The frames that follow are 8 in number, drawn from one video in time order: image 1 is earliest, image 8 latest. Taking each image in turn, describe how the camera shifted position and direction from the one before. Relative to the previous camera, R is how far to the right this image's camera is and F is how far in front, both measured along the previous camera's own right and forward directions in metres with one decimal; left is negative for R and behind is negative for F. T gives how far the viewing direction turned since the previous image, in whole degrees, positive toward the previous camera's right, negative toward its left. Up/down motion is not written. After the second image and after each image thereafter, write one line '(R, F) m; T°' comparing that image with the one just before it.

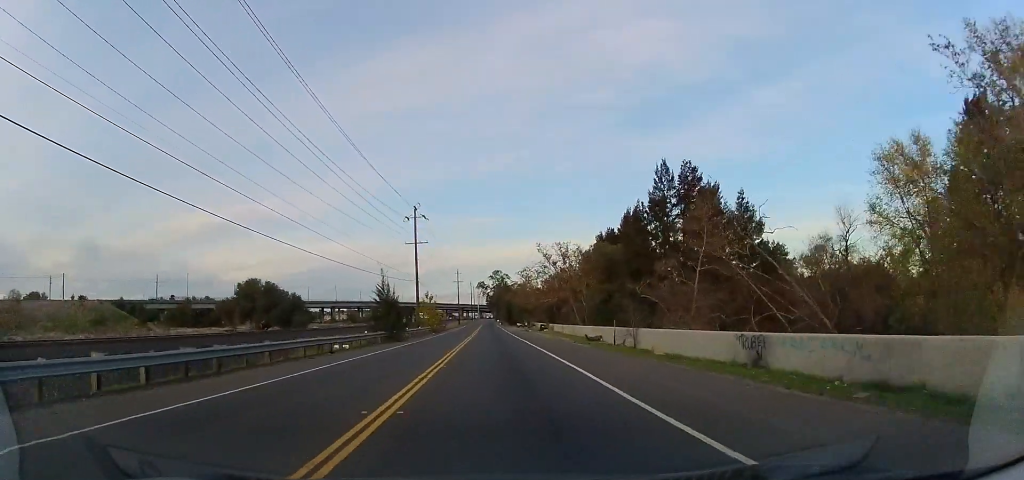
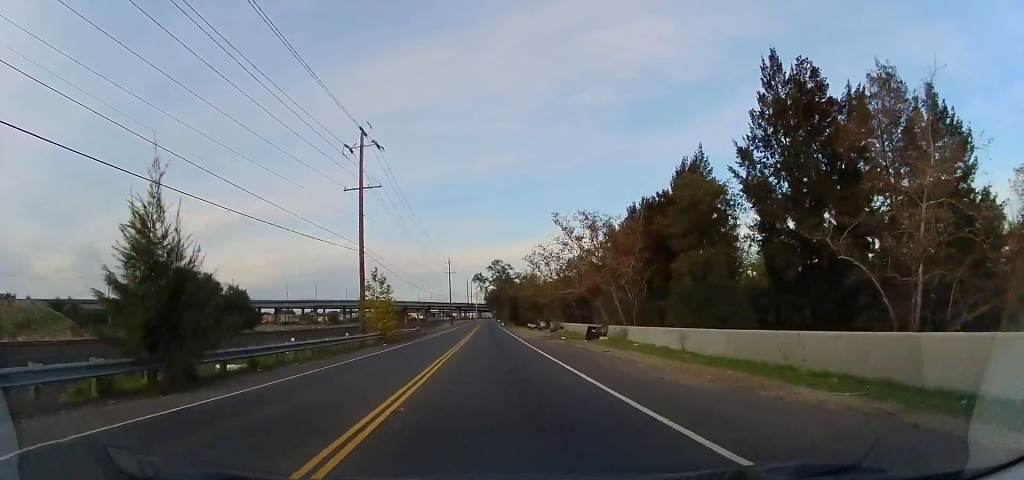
(+0.5, +29.0) m; 0°
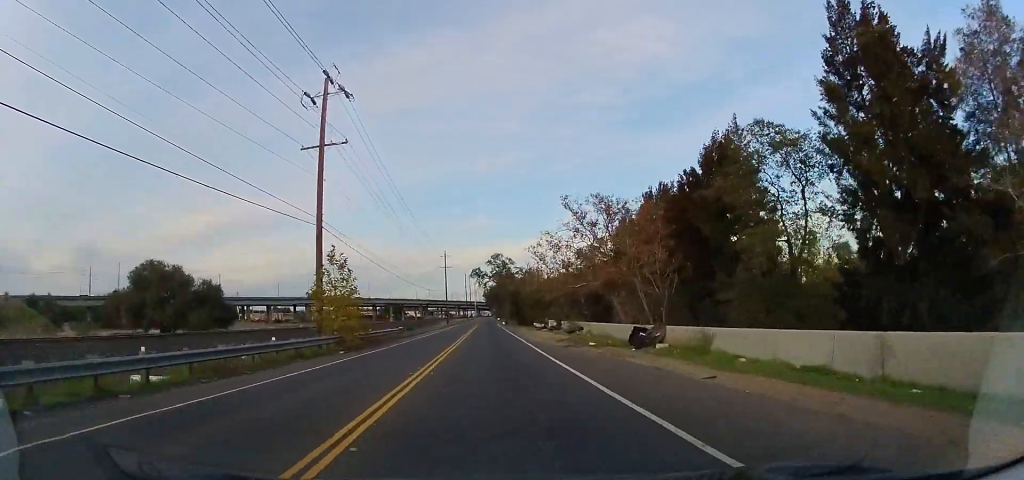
(-0.1, +10.0) m; -1°
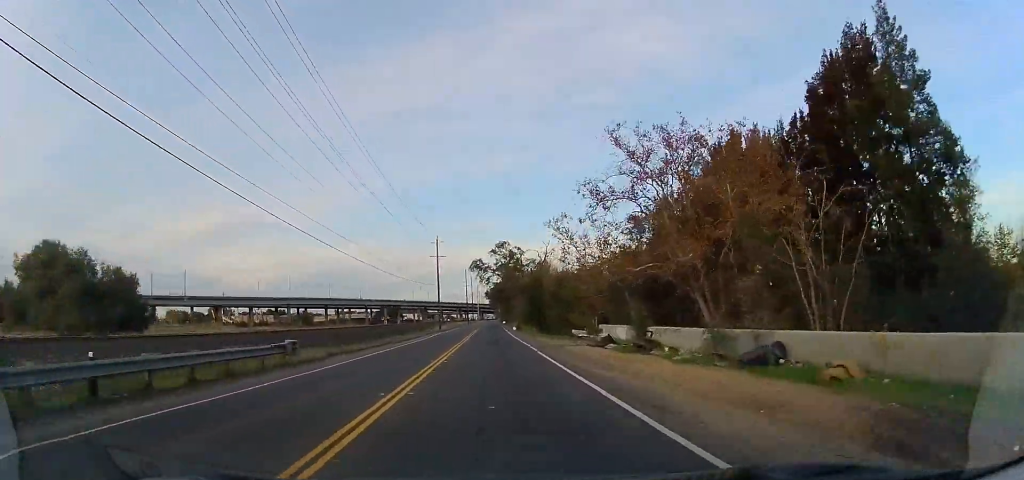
(0.0, +26.2) m; 0°
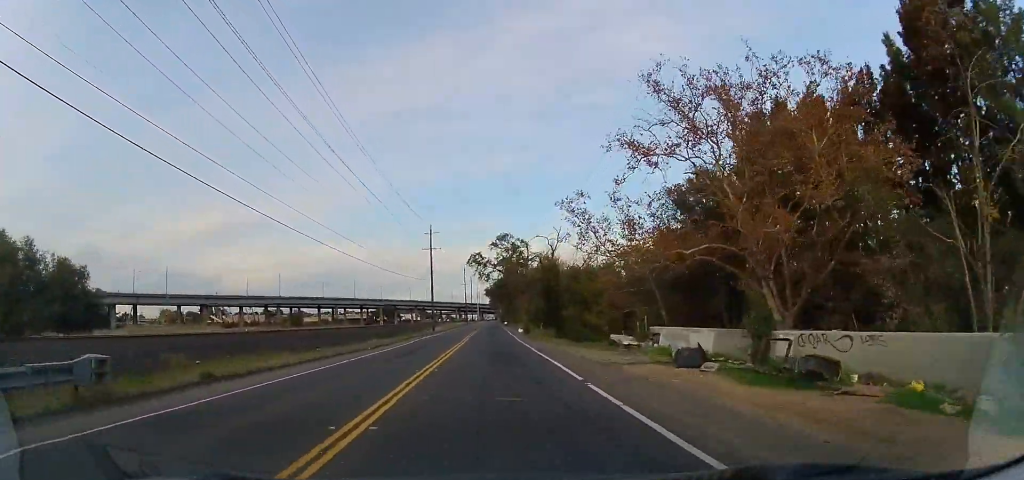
(0.0, +10.5) m; 0°
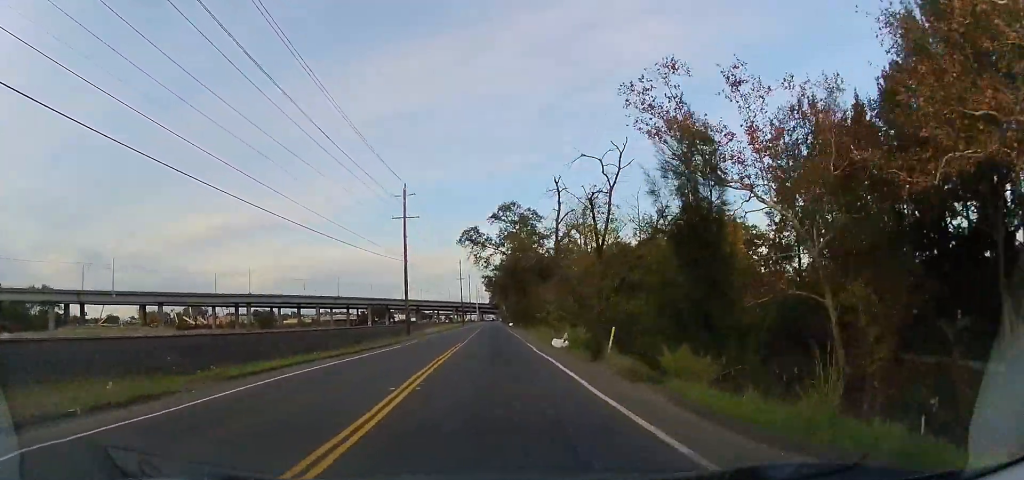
(-0.3, +25.7) m; 0°
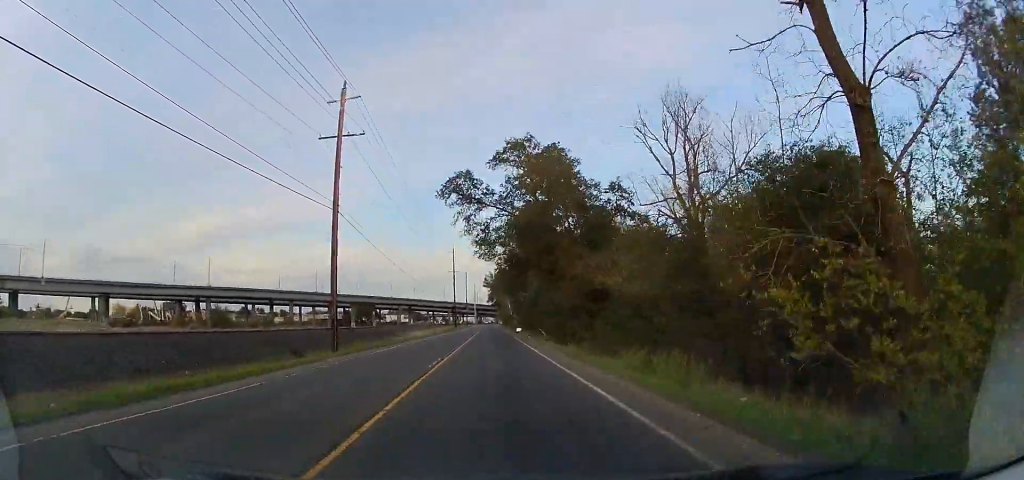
(+0.4, +26.2) m; +1°
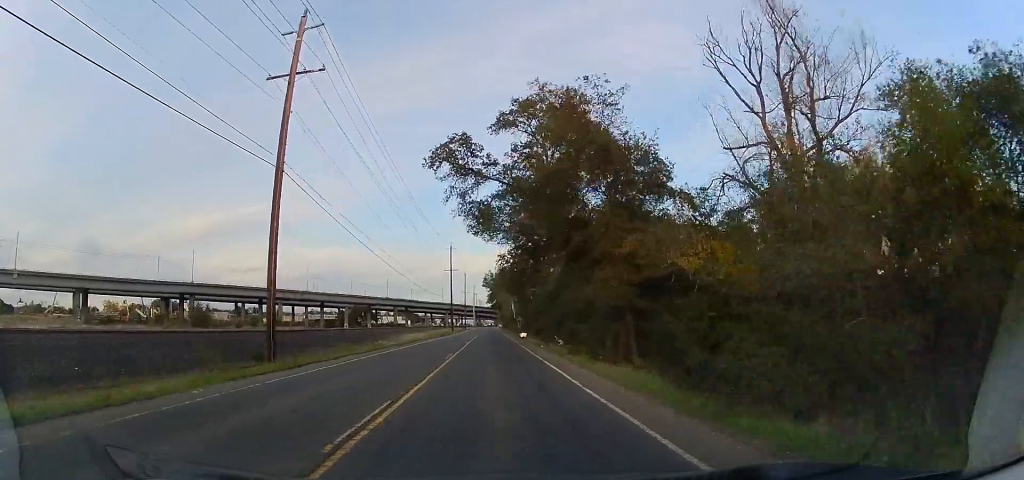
(0.0, +8.9) m; 0°
